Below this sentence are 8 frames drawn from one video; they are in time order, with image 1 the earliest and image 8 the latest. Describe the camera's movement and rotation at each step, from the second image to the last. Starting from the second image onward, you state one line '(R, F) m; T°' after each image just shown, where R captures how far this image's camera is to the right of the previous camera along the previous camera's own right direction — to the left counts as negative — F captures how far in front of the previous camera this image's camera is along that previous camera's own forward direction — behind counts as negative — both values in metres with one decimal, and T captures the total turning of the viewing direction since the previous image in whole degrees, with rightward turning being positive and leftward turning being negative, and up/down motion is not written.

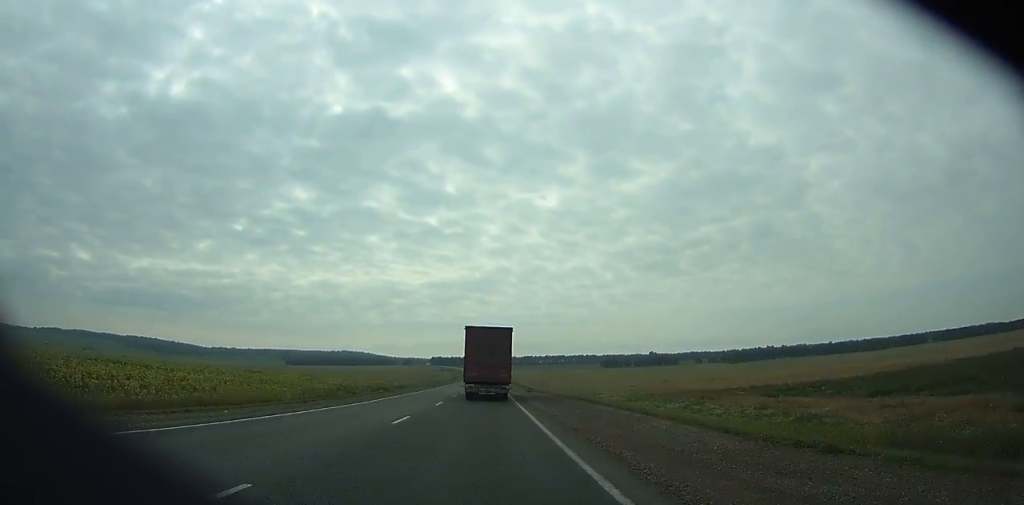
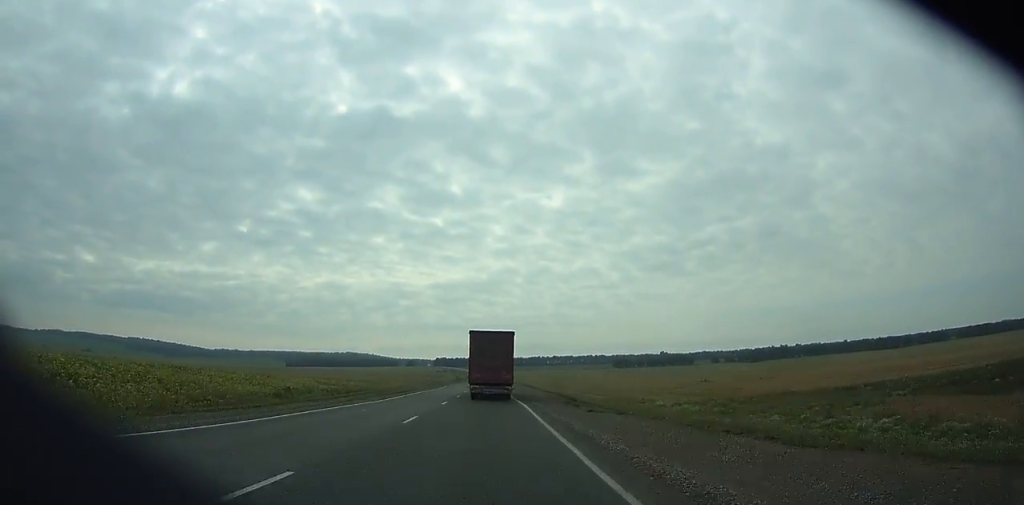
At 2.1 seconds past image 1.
(-0.3, +34.5) m; -1°
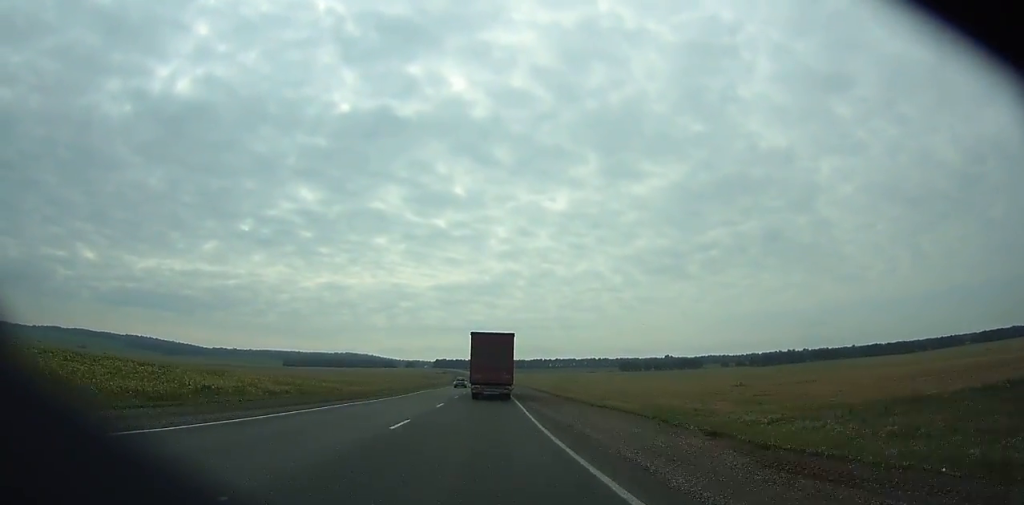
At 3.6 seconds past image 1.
(-0.1, +25.1) m; 0°
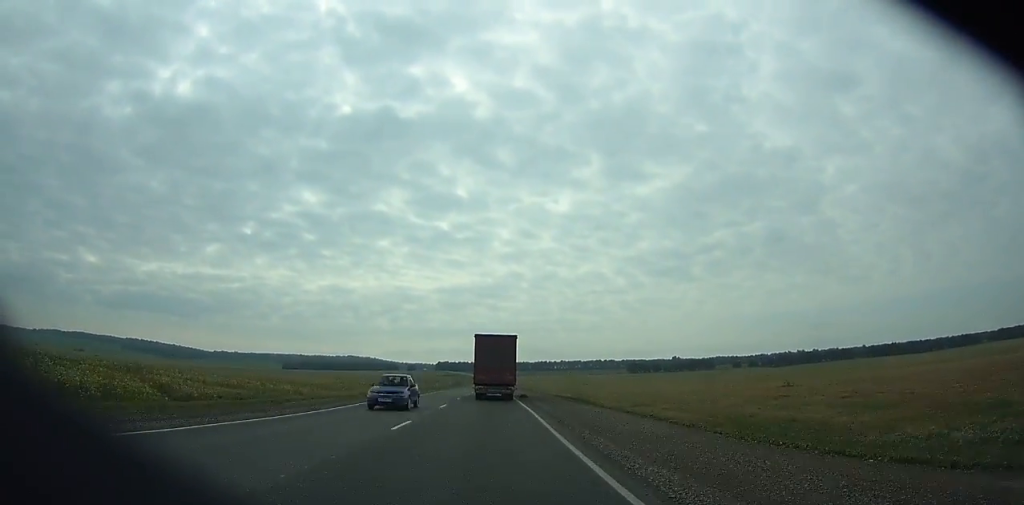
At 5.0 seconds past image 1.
(-0.1, +24.0) m; 0°
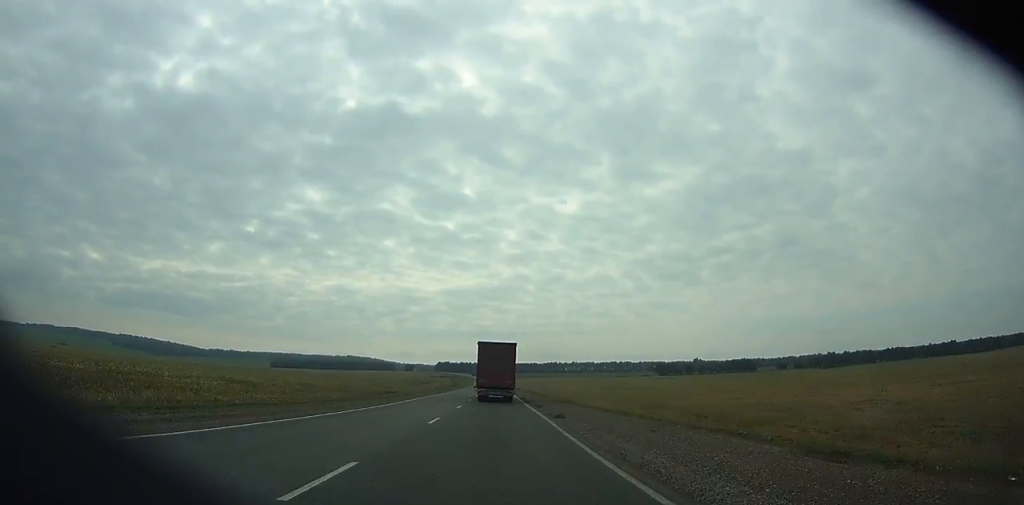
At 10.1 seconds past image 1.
(-0.2, +91.9) m; 0°
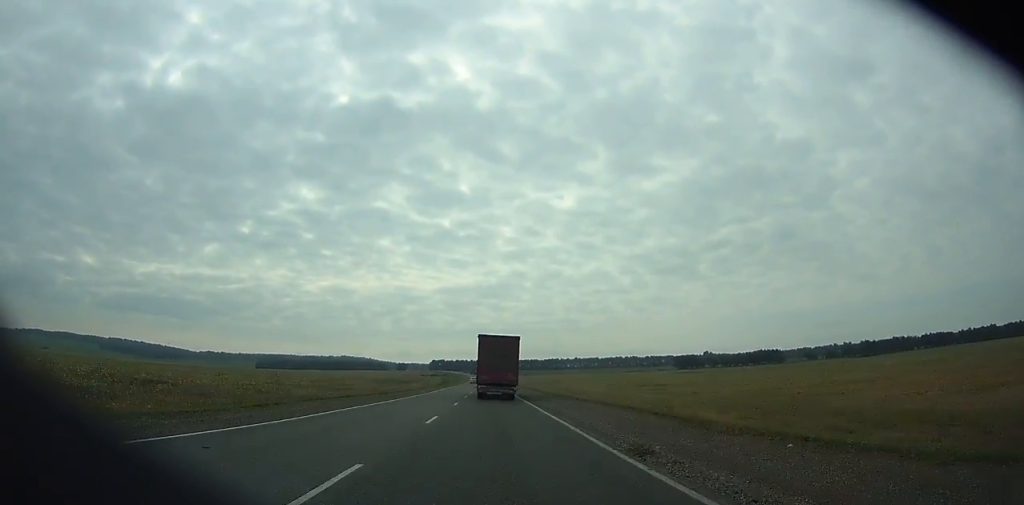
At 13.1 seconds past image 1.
(-0.2, +60.0) m; 0°
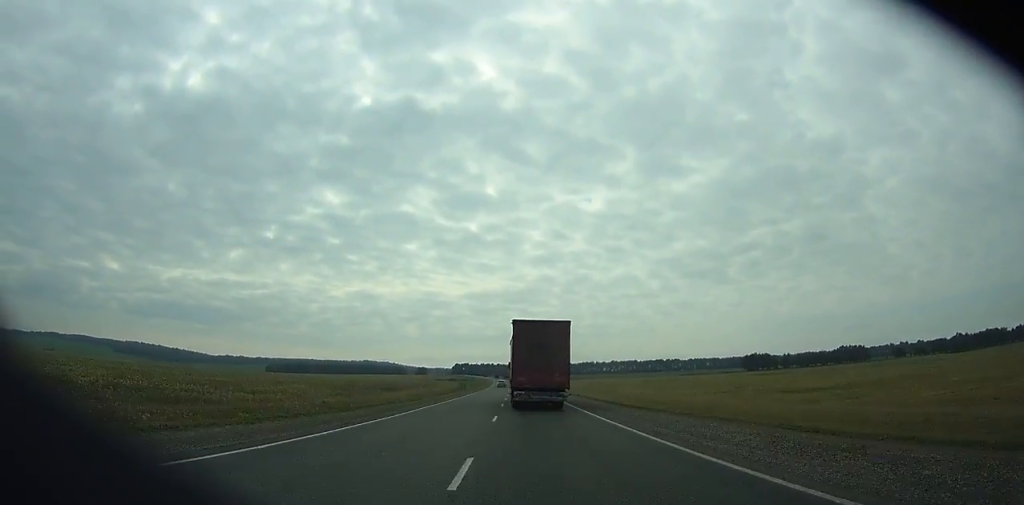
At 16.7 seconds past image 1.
(-0.5, +79.7) m; -1°
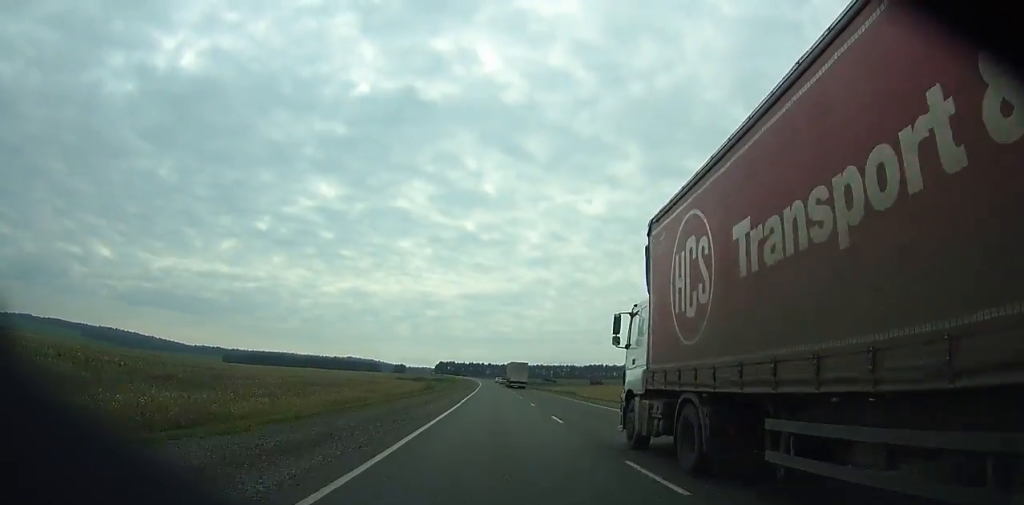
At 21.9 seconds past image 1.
(-1.5, +126.1) m; 0°
